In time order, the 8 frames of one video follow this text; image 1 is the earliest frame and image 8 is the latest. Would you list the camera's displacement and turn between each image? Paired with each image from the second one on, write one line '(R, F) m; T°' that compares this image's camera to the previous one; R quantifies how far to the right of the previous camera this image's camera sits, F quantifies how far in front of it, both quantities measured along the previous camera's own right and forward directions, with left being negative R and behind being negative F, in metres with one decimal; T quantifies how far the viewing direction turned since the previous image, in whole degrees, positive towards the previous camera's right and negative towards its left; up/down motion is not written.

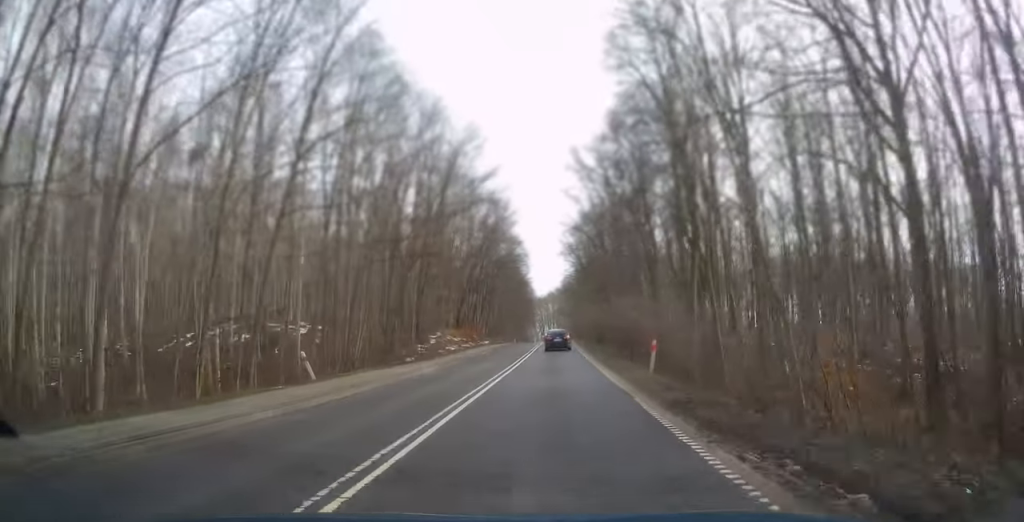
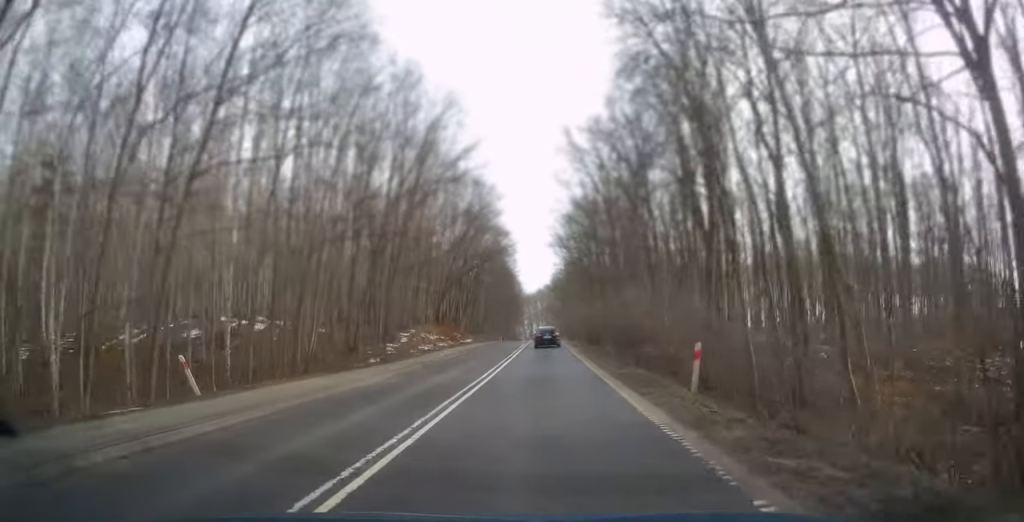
(+0.3, +6.9) m; +2°
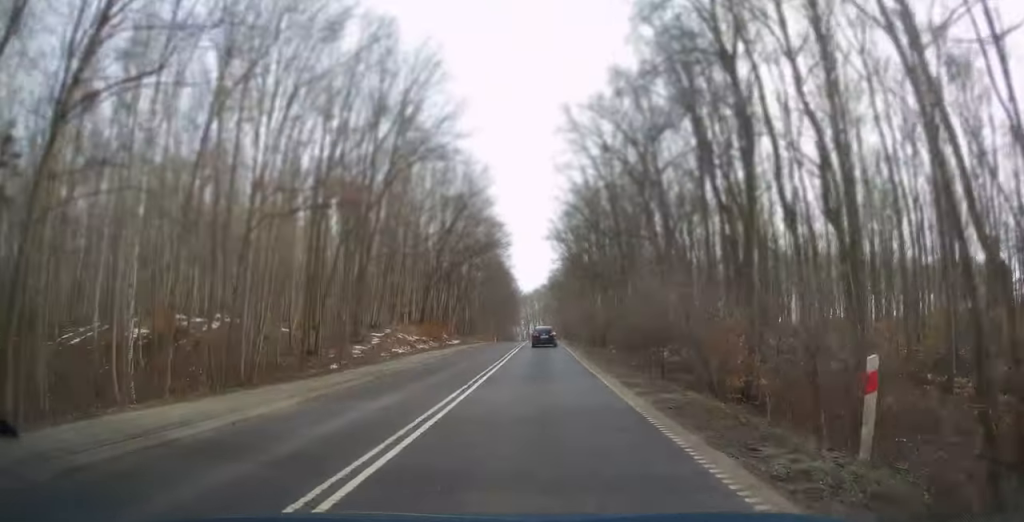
(+0.3, +7.1) m; +2°
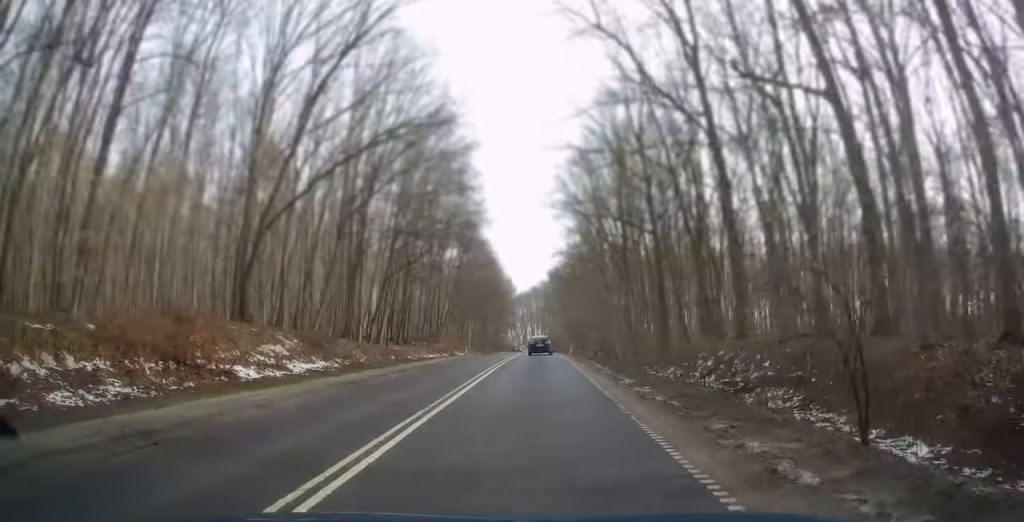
(+0.5, +38.3) m; +2°
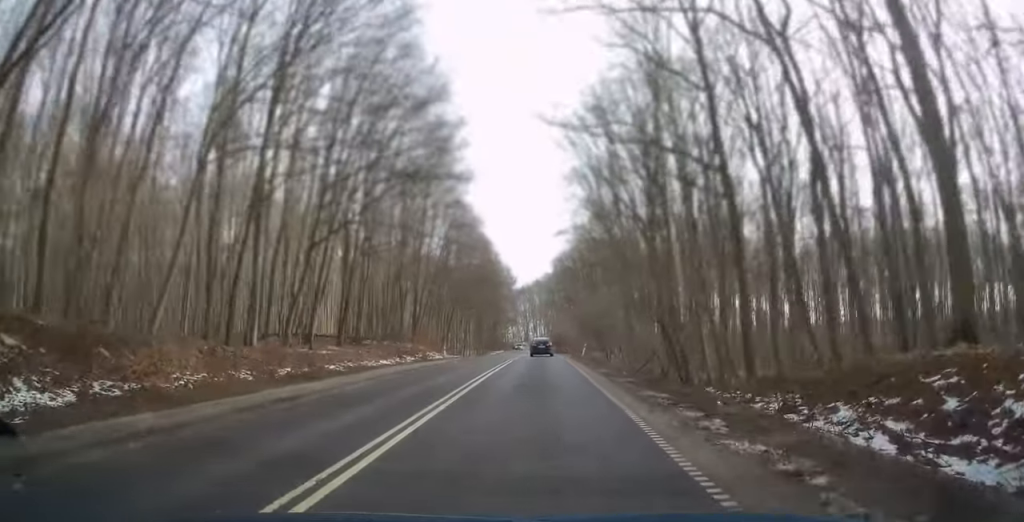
(+0.1, +16.3) m; -1°
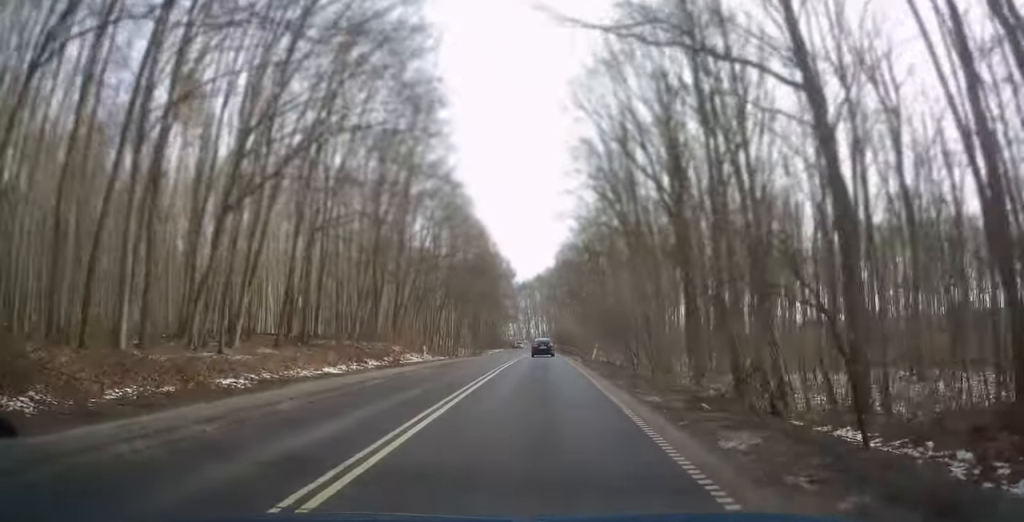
(-0.2, +9.4) m; -1°
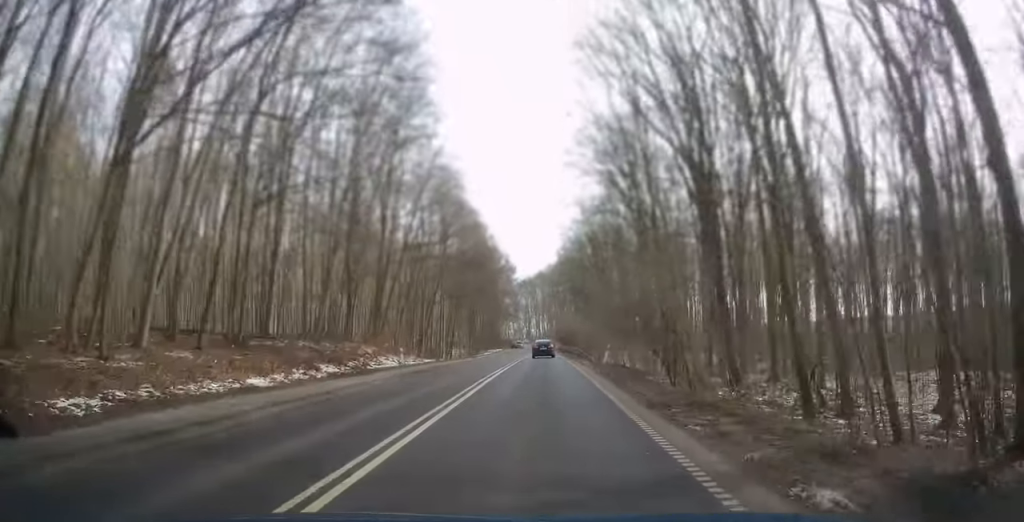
(0.0, +7.0) m; 0°
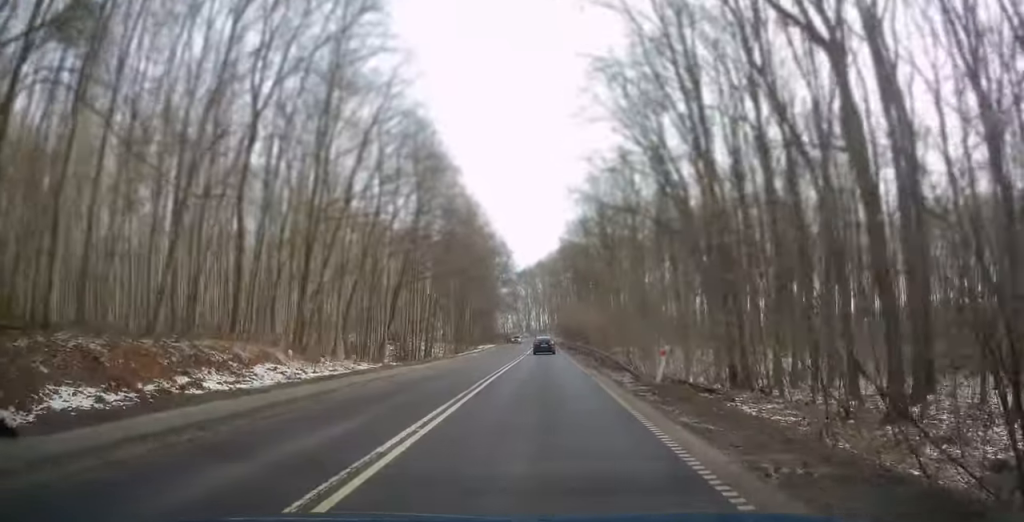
(0.0, +15.6) m; +1°
